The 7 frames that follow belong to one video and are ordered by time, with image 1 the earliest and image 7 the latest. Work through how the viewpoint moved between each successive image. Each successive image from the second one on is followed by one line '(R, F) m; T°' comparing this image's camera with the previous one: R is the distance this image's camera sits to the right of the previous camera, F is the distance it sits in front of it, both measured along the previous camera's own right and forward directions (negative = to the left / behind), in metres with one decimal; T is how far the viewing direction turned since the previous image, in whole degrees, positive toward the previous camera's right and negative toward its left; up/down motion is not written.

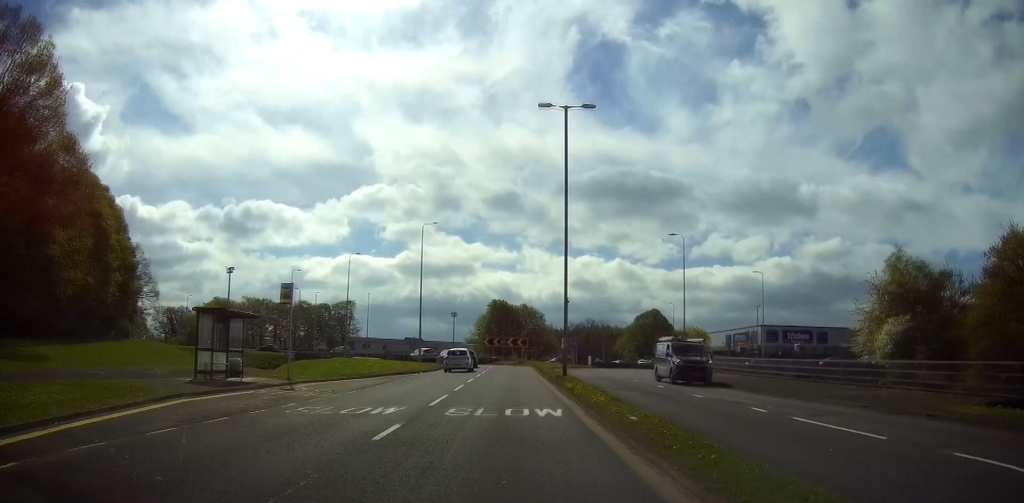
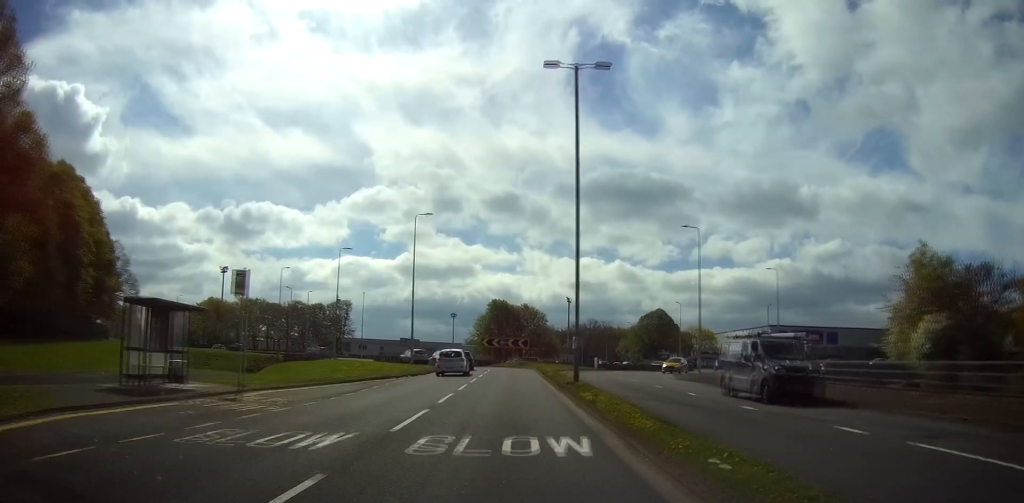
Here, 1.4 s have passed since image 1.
(-0.1, +13.4) m; -1°
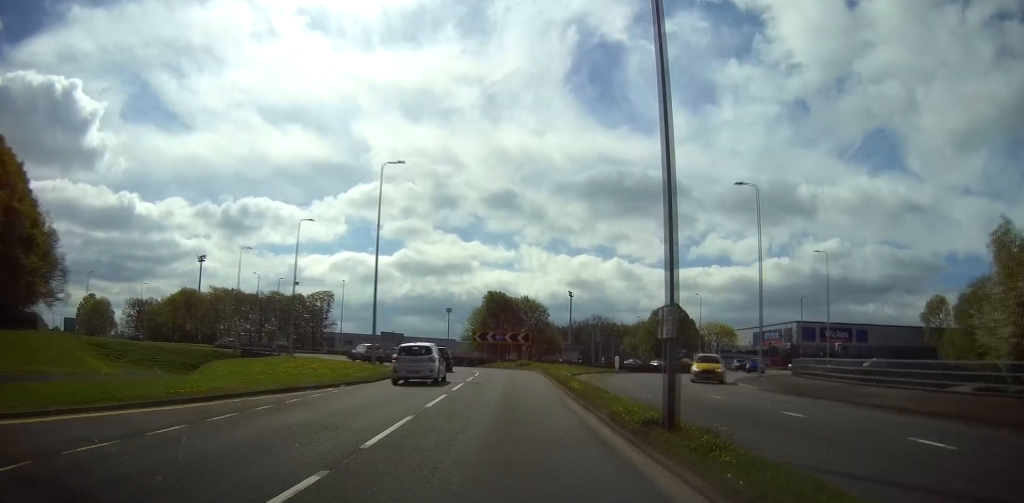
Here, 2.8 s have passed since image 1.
(0.0, +11.6) m; 0°
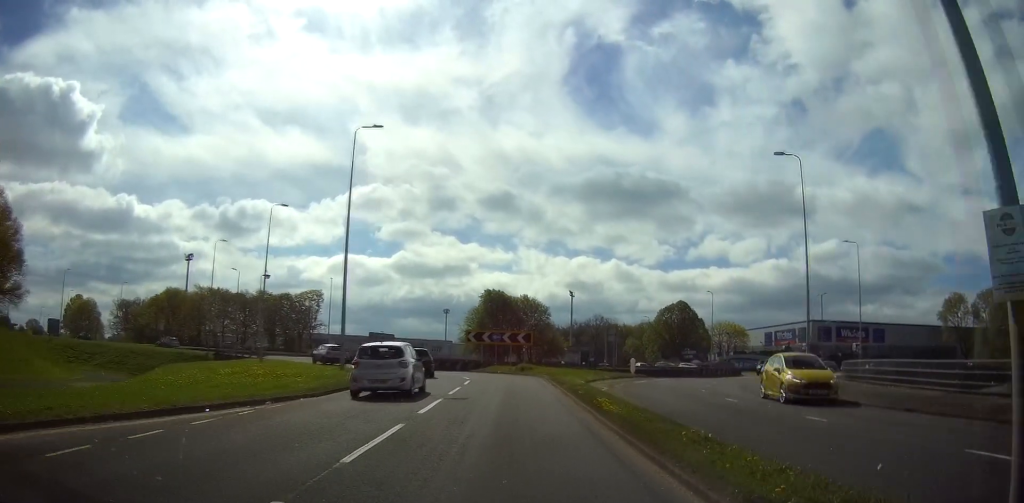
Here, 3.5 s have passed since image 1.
(0.0, +6.5) m; 0°
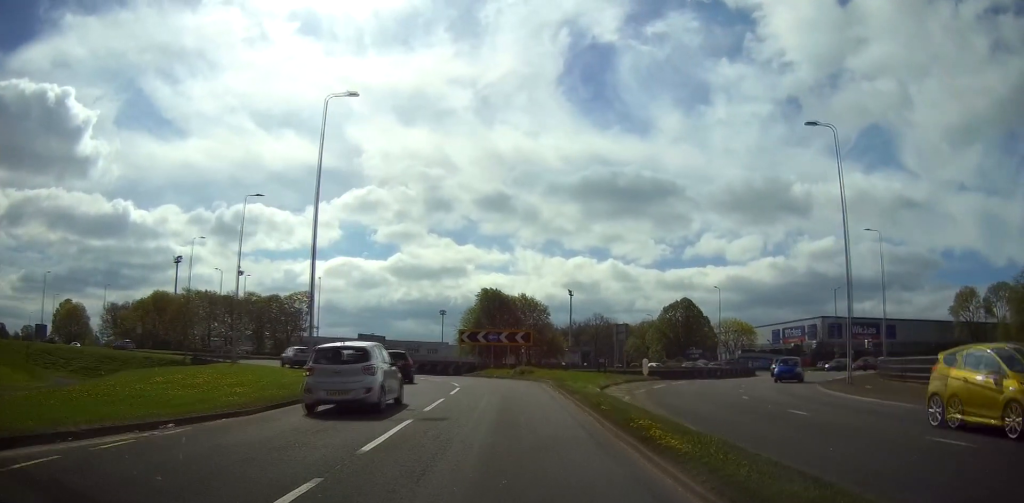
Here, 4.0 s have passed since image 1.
(0.0, +4.7) m; 0°
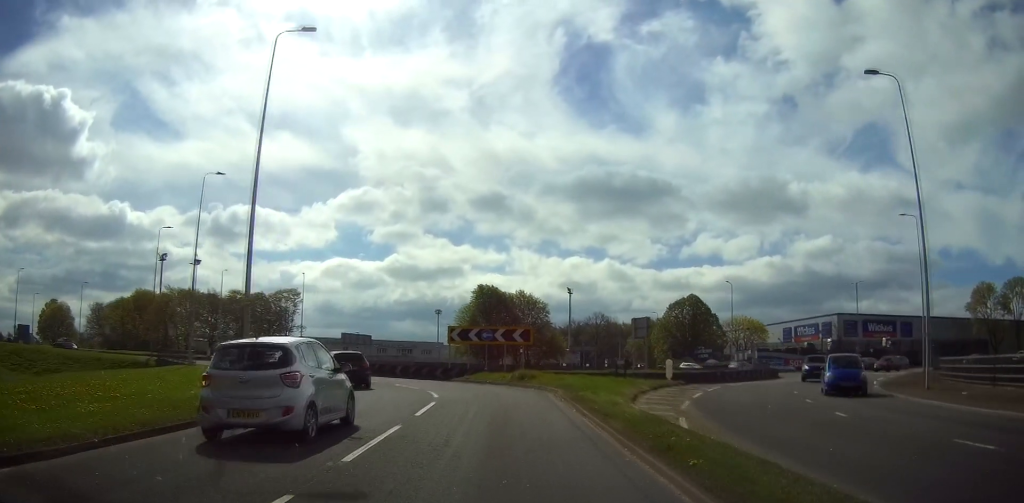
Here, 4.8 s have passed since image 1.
(0.0, +6.4) m; 0°
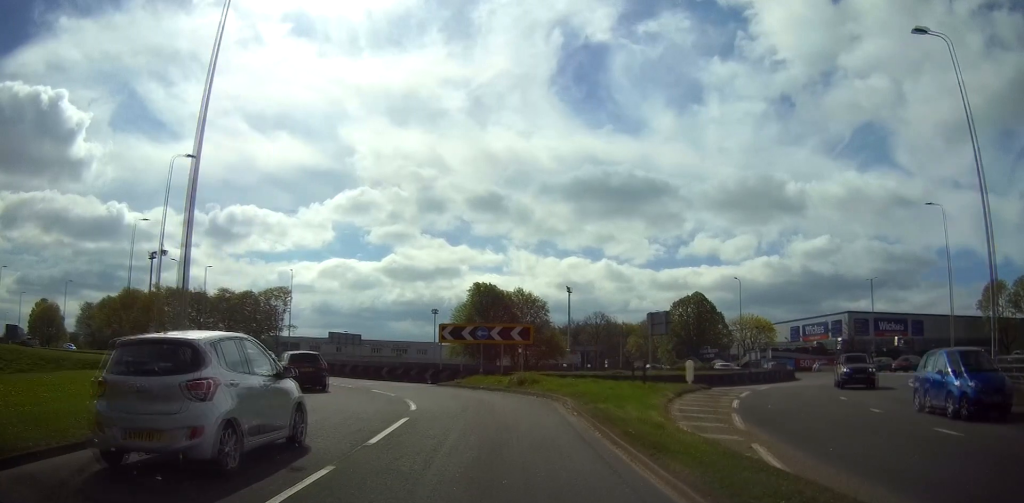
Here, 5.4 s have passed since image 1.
(0.0, +4.2) m; 0°
